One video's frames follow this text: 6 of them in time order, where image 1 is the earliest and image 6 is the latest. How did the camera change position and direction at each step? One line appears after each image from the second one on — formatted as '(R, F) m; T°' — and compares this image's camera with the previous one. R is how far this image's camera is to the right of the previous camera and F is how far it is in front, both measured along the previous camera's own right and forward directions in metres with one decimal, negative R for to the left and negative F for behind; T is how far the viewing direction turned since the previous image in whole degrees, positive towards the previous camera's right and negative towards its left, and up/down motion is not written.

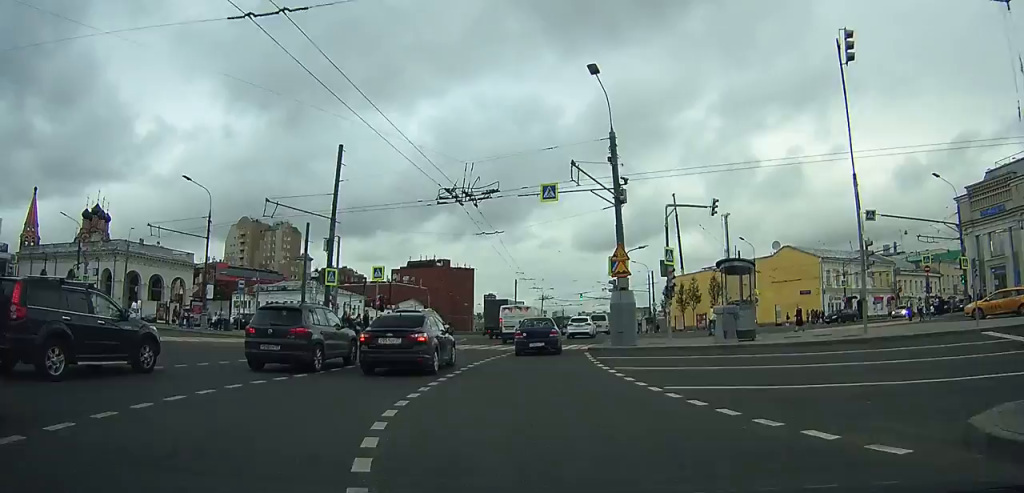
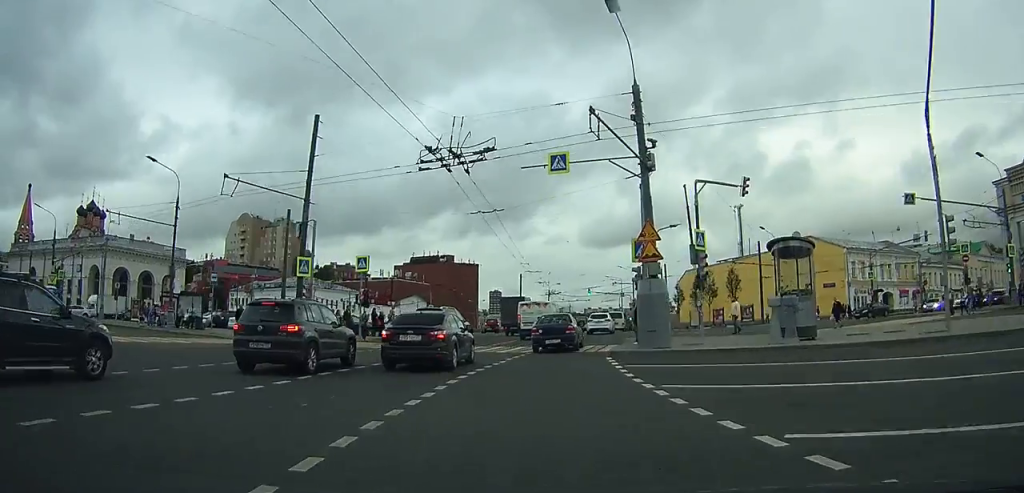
(-0.1, +5.2) m; -1°
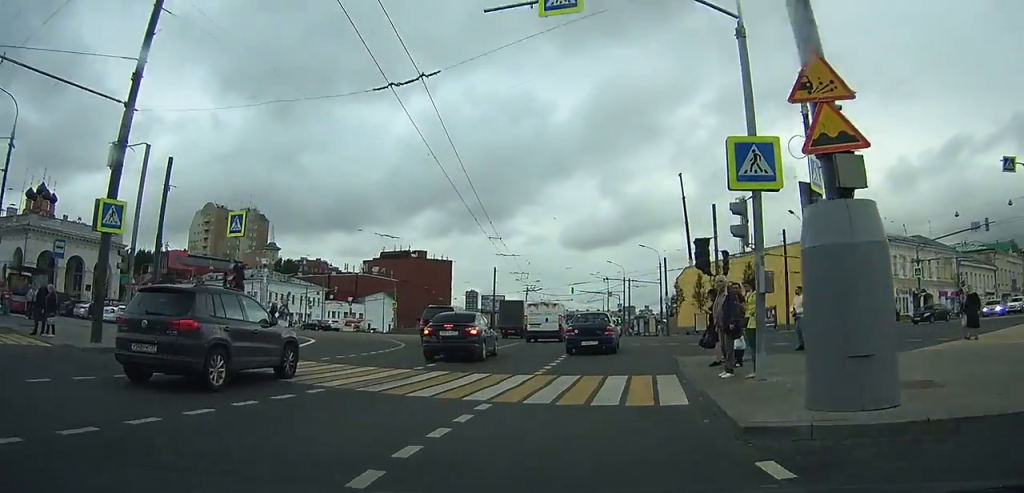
(+0.1, +13.4) m; +2°
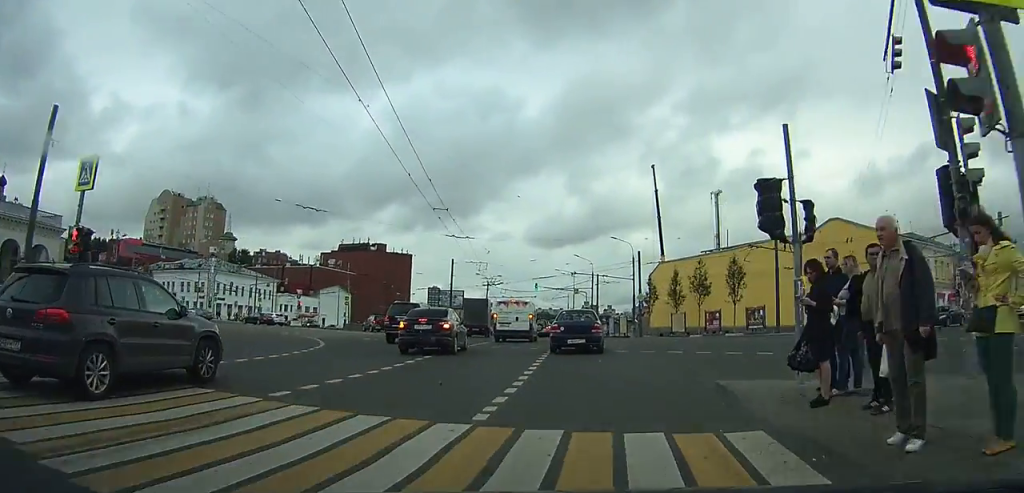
(+0.1, +6.5) m; +2°
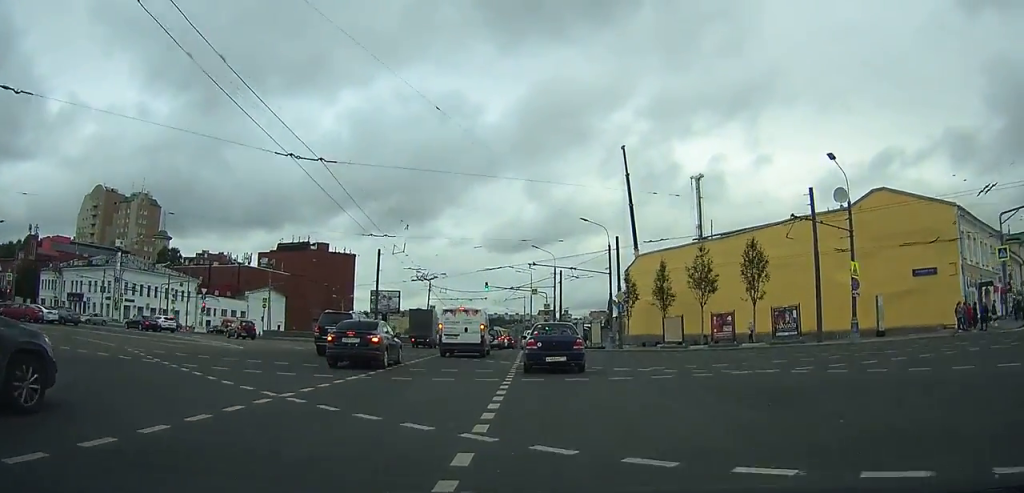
(+0.6, +15.4) m; +4°
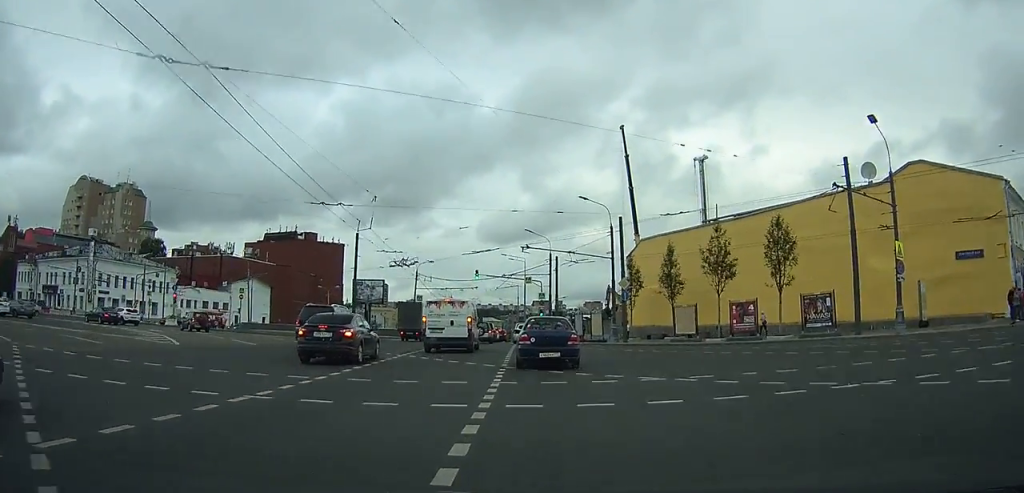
(0.0, +5.6) m; 0°
